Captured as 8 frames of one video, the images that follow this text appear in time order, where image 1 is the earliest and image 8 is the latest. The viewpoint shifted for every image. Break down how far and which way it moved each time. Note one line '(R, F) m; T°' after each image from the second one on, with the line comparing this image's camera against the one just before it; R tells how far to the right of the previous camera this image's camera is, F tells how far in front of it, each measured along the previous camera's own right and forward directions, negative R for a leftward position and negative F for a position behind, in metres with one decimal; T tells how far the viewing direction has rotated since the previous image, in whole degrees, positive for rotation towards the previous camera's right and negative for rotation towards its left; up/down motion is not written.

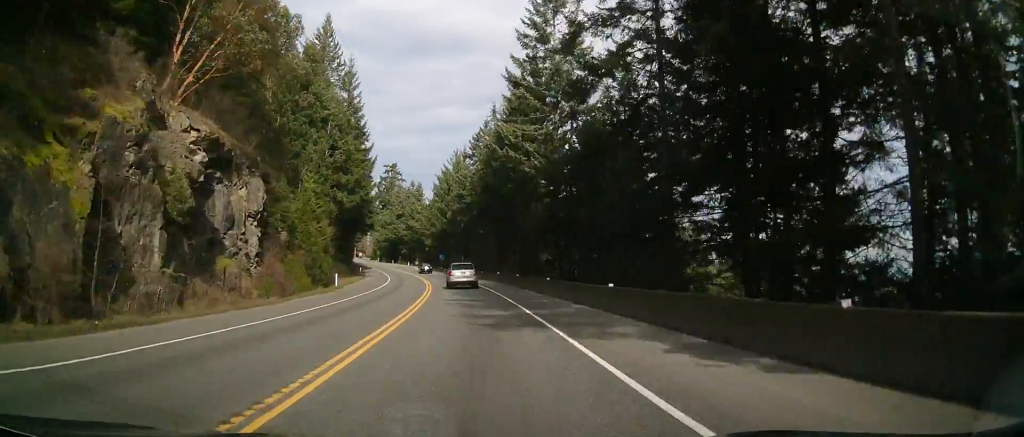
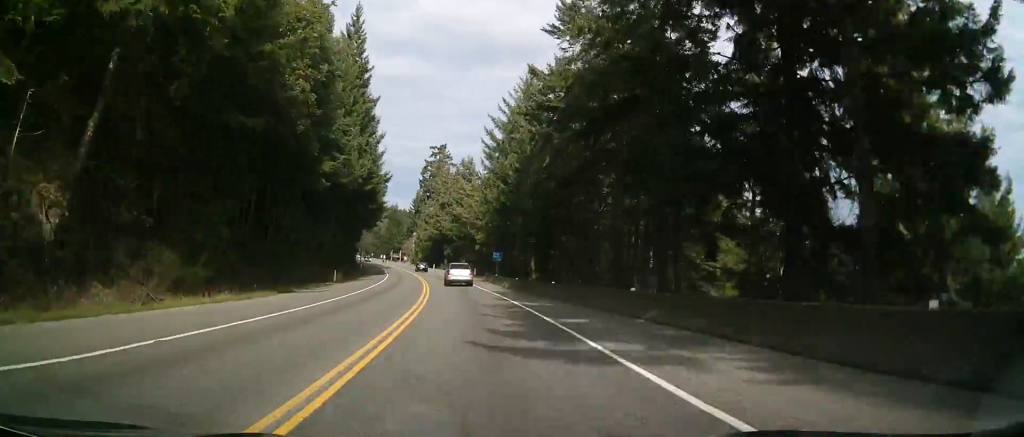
(-0.1, +51.2) m; -4°
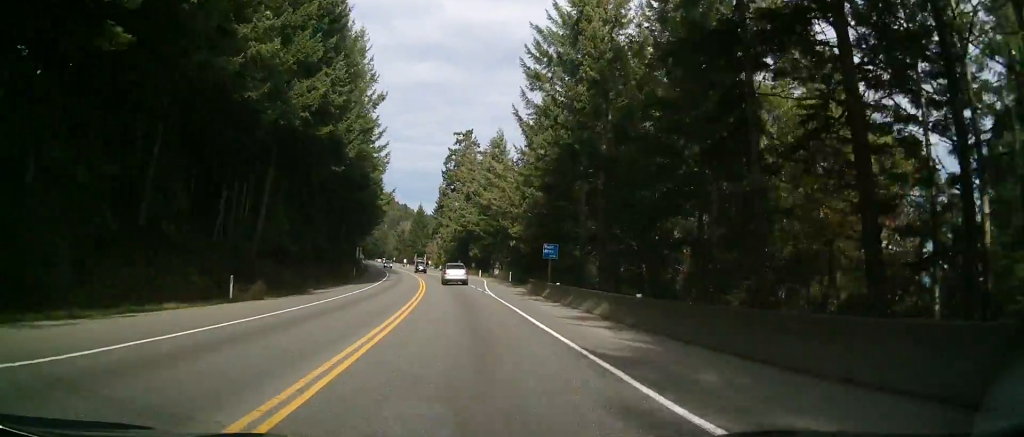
(-2.2, +28.0) m; -7°
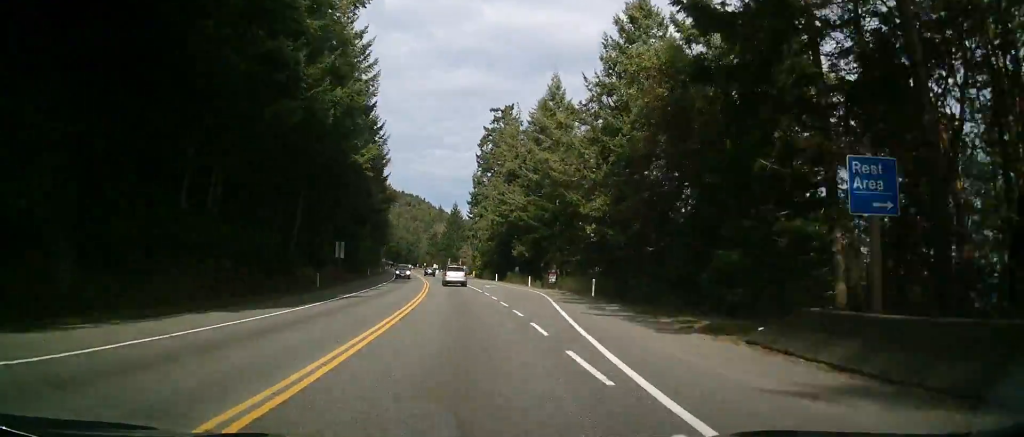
(-0.5, +32.7) m; -2°
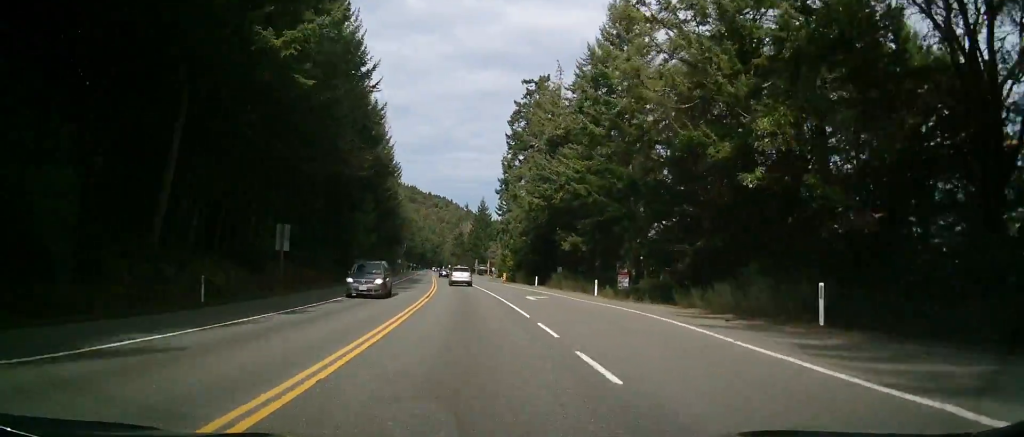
(-0.4, +23.2) m; -3°
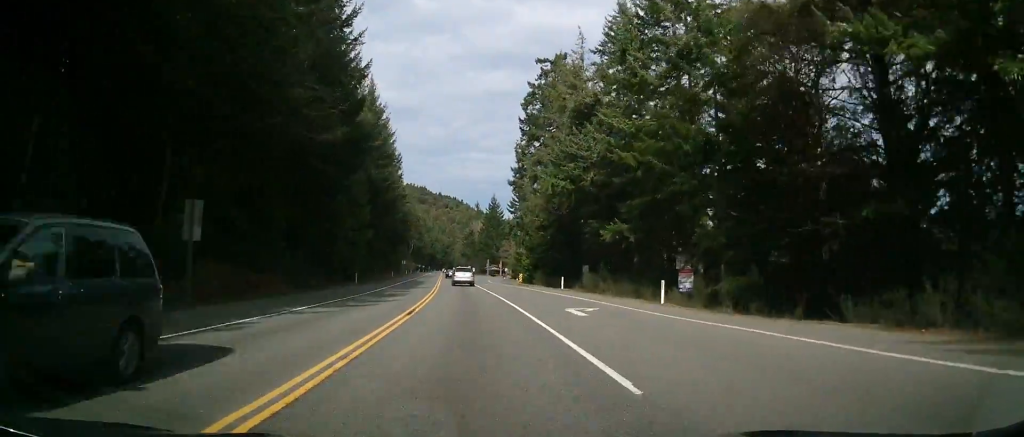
(-0.5, +12.5) m; -2°
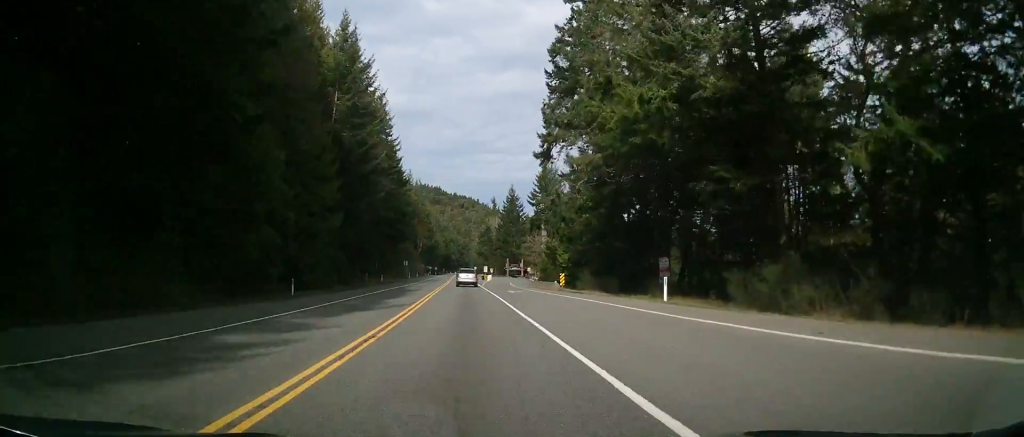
(-0.2, +25.7) m; -3°
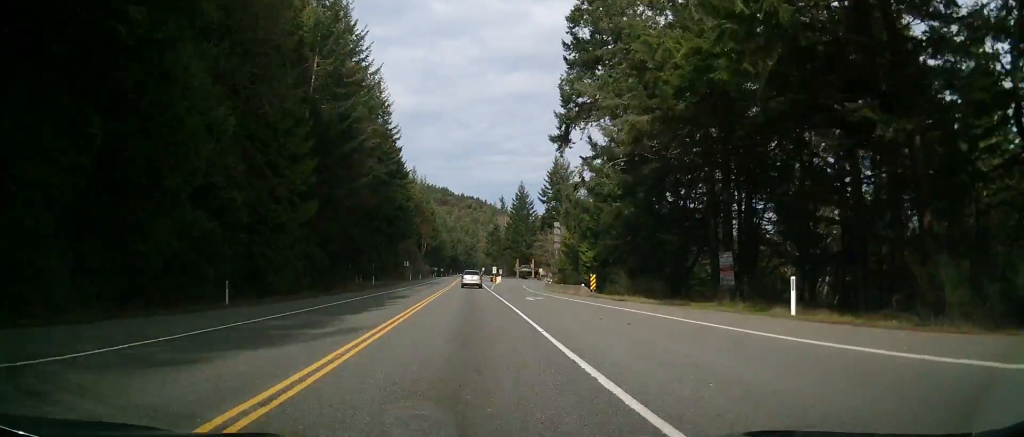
(-0.4, +10.8) m; -1°
